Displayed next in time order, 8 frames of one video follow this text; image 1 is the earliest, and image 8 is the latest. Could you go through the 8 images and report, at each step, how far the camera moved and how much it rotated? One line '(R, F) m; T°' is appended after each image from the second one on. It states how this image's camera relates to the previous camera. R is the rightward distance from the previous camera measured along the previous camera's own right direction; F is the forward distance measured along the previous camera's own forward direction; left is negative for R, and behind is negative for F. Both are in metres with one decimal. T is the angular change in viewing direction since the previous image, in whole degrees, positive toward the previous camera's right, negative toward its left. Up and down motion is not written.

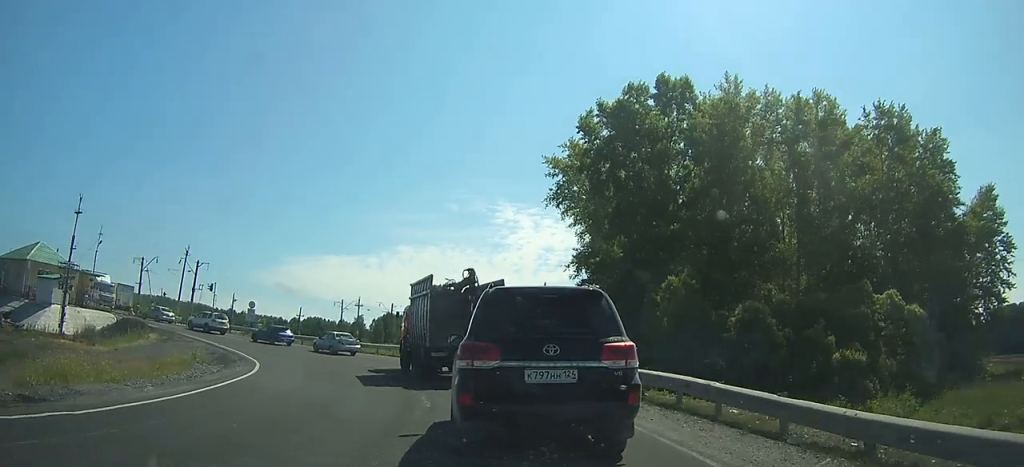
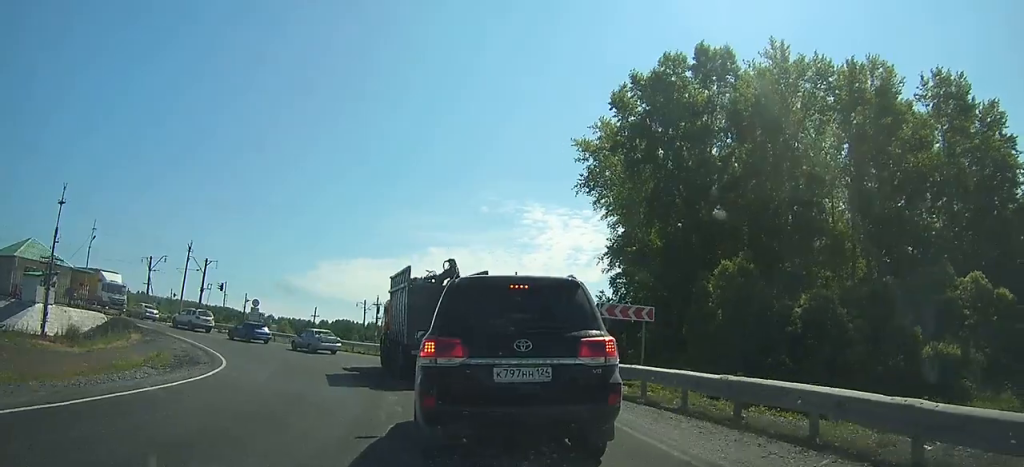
(0.0, +4.3) m; -2°
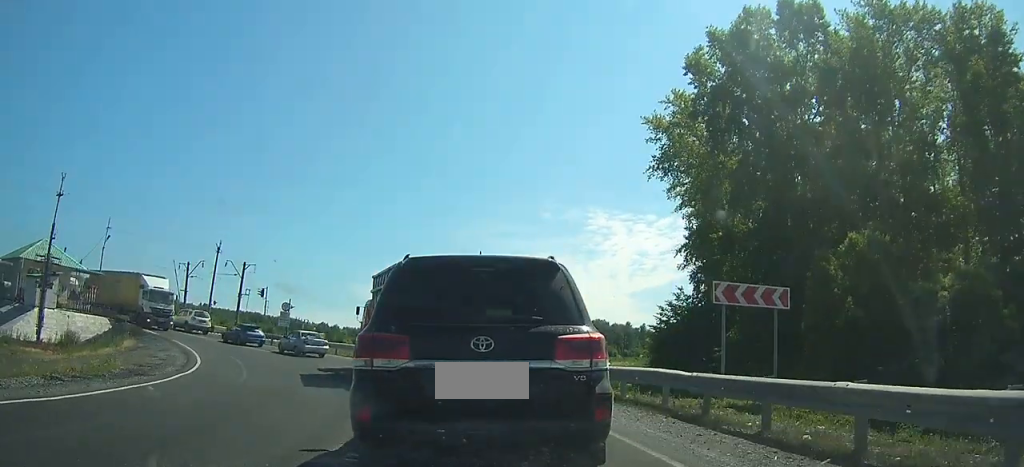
(-0.2, +6.8) m; -7°
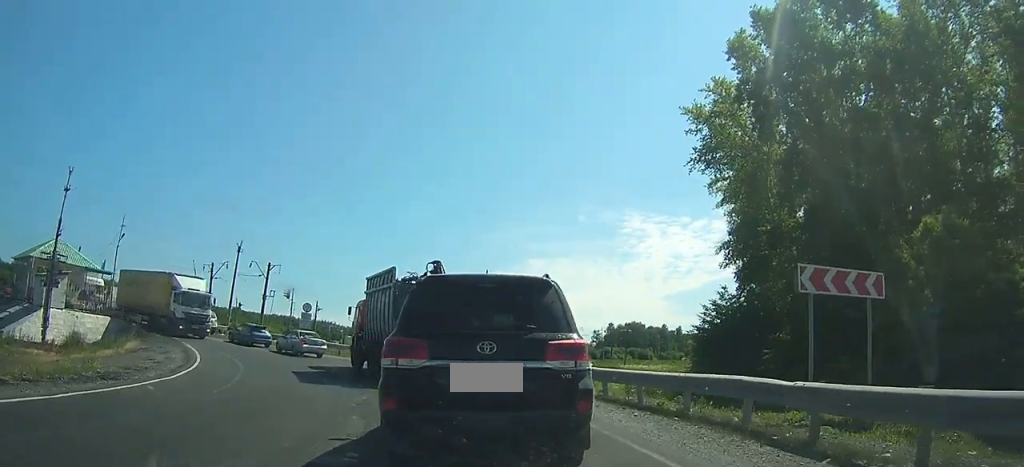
(-0.3, +3.3) m; -5°
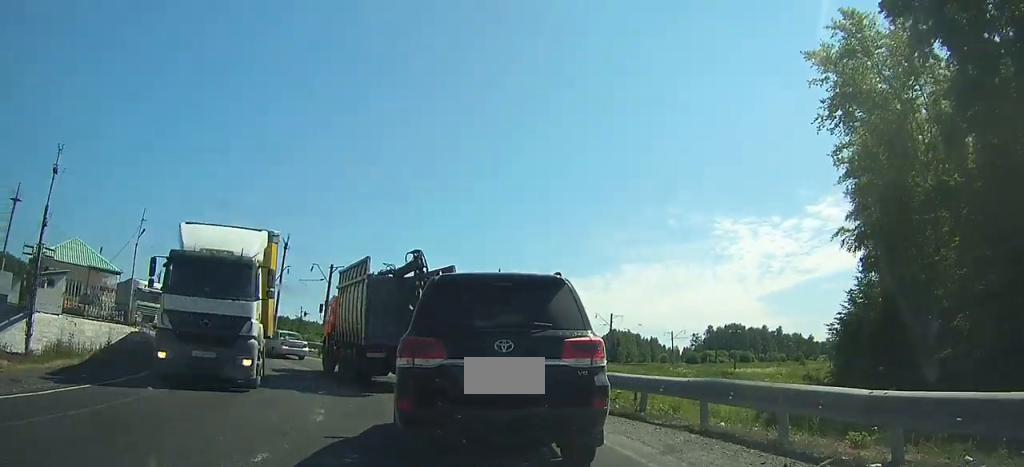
(-0.9, +8.7) m; -11°
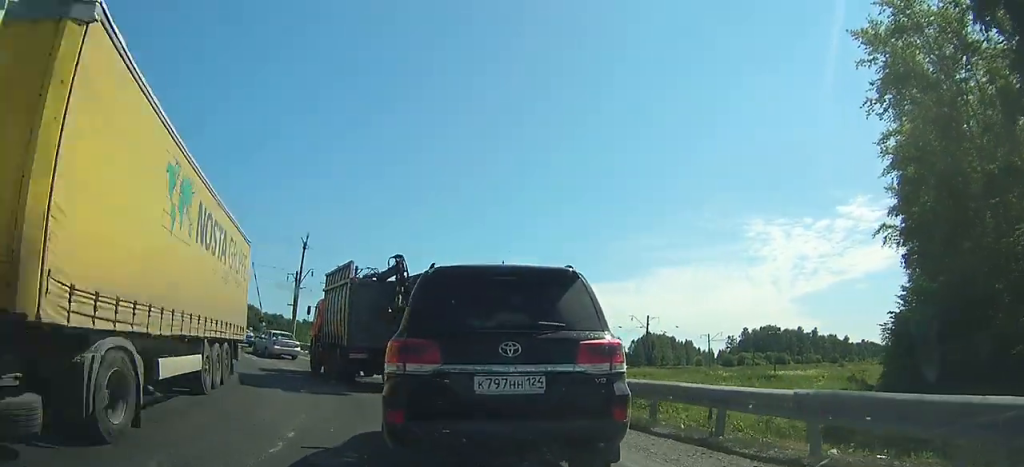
(-0.1, +3.0) m; -5°
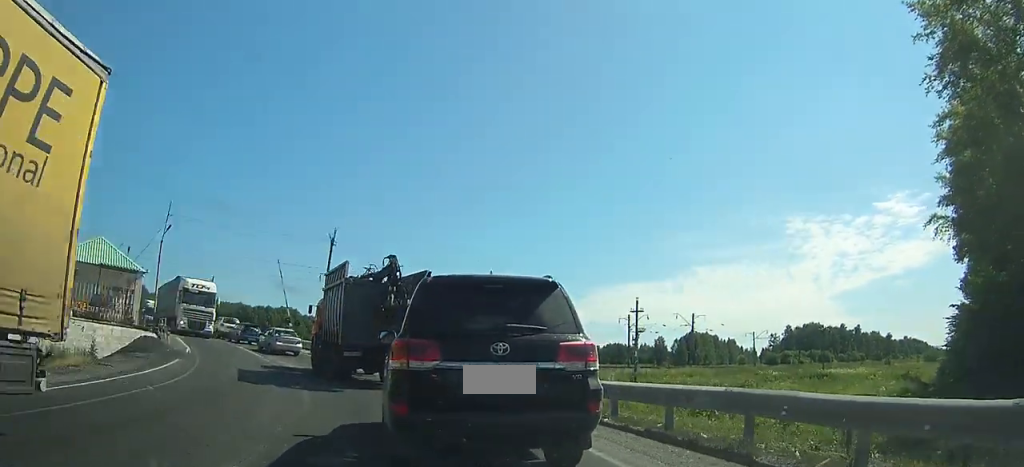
(-0.1, +2.8) m; -5°
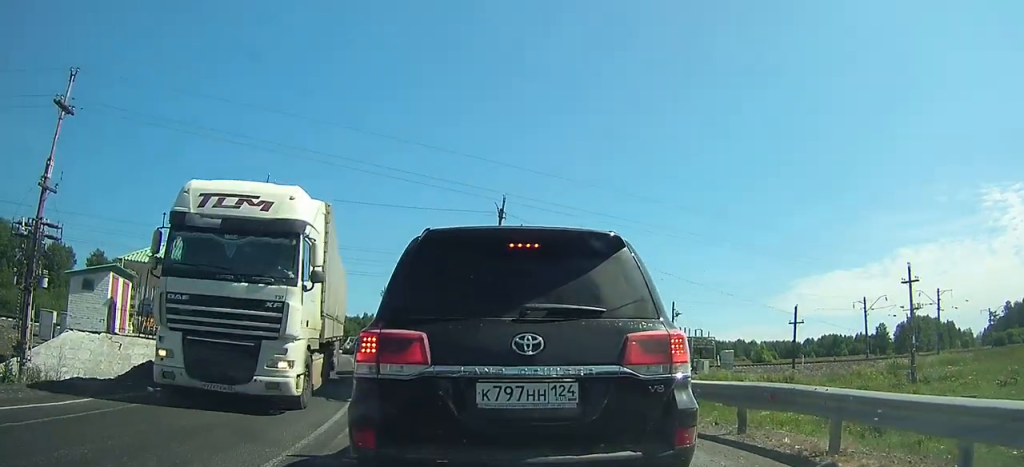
(-1.2, +8.2) m; -15°
